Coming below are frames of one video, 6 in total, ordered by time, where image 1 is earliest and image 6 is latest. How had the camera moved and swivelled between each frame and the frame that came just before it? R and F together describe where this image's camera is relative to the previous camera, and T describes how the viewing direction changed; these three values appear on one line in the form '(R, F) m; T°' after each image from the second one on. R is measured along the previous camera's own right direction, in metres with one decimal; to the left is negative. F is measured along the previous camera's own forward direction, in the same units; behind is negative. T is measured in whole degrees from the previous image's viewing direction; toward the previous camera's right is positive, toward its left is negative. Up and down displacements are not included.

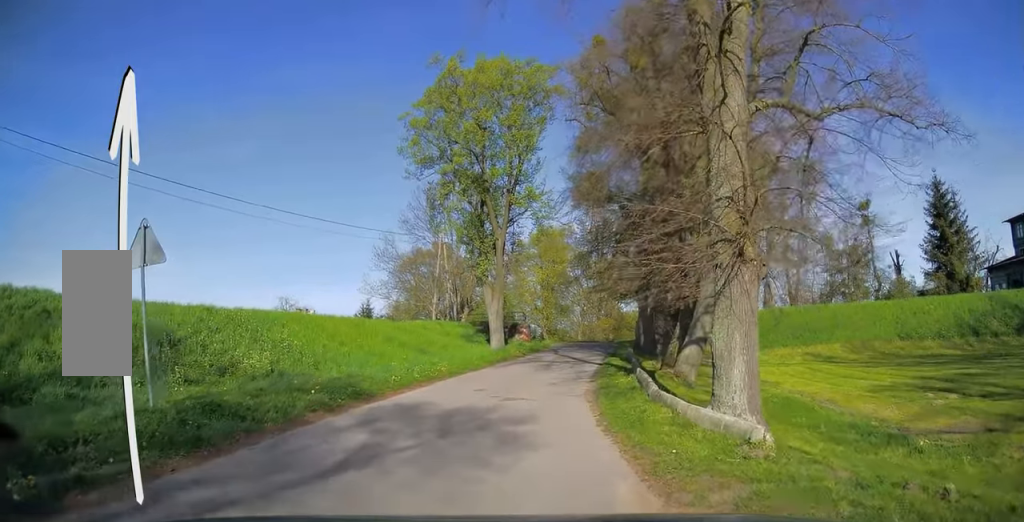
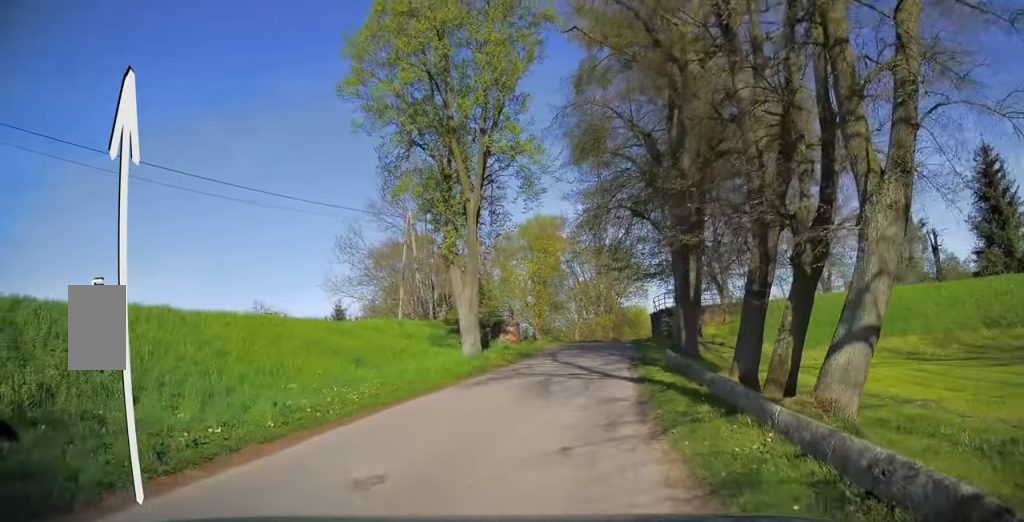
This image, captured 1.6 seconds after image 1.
(-0.5, +10.3) m; -1°
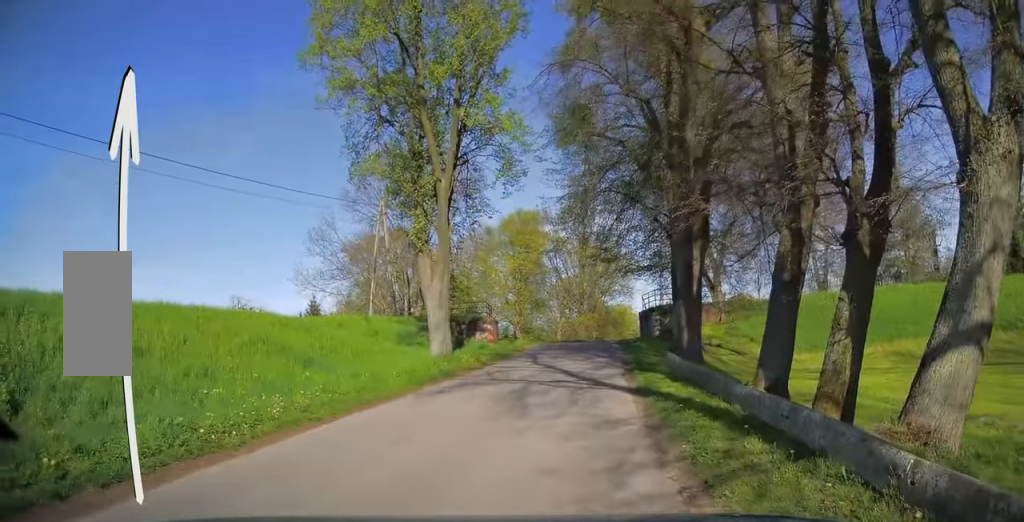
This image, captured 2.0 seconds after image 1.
(+0.2, +3.0) m; +2°
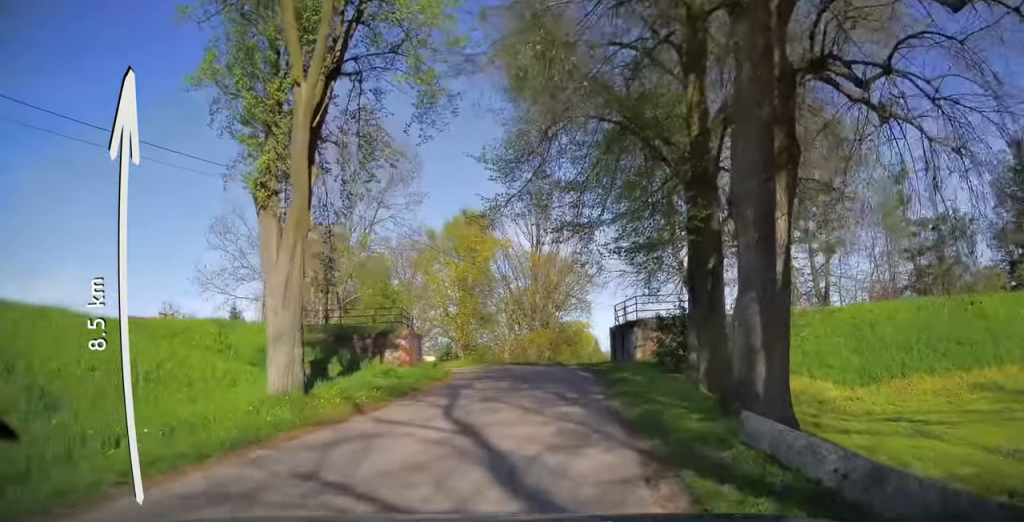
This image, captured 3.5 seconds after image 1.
(+0.3, +9.9) m; +6°
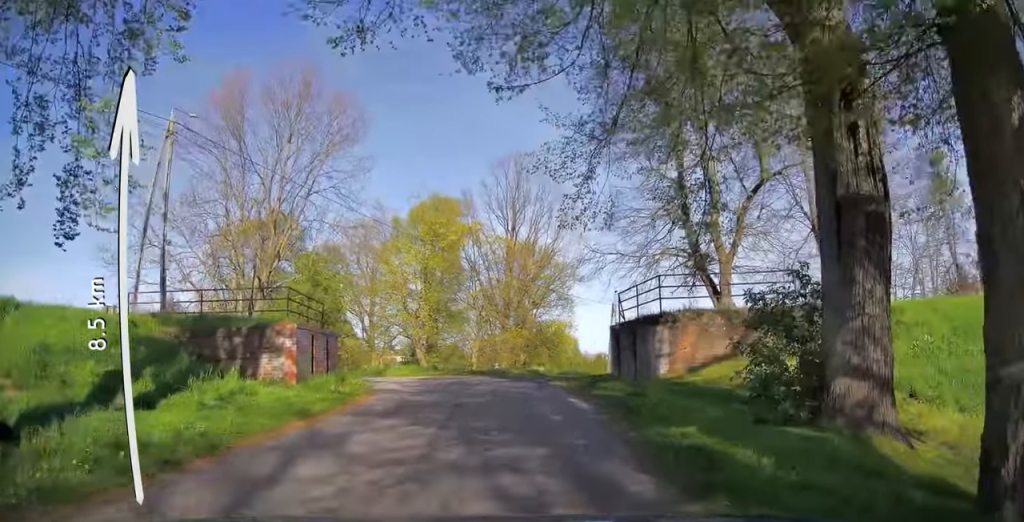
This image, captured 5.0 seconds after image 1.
(+0.2, +9.5) m; 0°
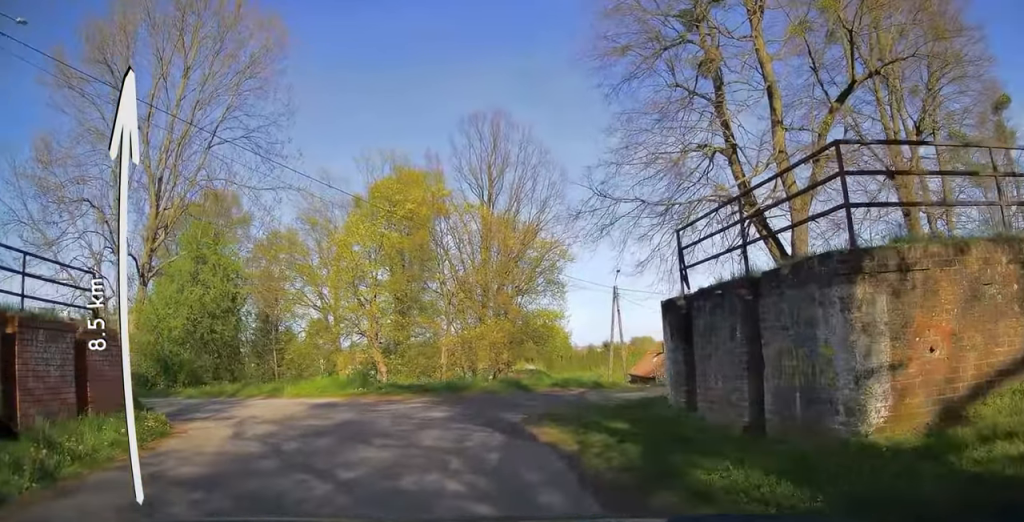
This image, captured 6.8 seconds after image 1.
(+0.3, +10.8) m; +2°
